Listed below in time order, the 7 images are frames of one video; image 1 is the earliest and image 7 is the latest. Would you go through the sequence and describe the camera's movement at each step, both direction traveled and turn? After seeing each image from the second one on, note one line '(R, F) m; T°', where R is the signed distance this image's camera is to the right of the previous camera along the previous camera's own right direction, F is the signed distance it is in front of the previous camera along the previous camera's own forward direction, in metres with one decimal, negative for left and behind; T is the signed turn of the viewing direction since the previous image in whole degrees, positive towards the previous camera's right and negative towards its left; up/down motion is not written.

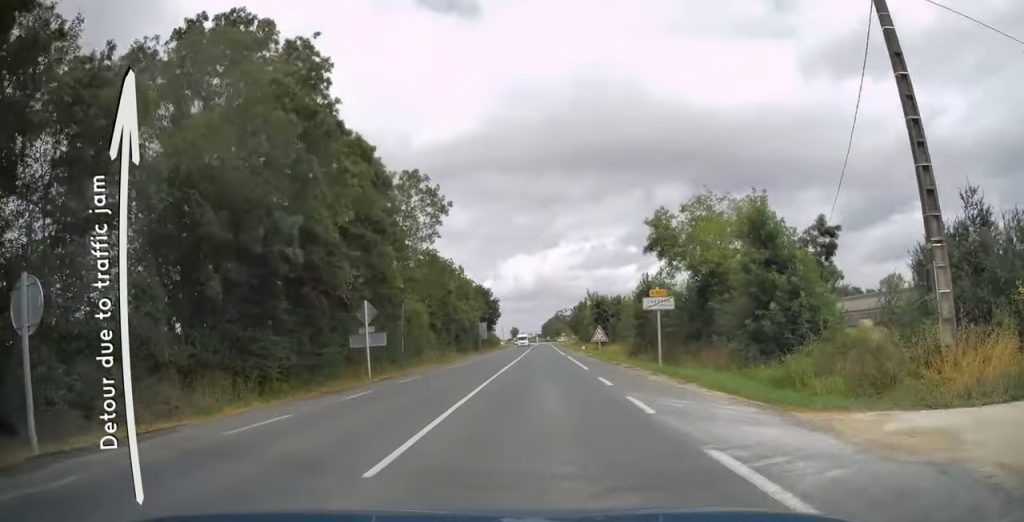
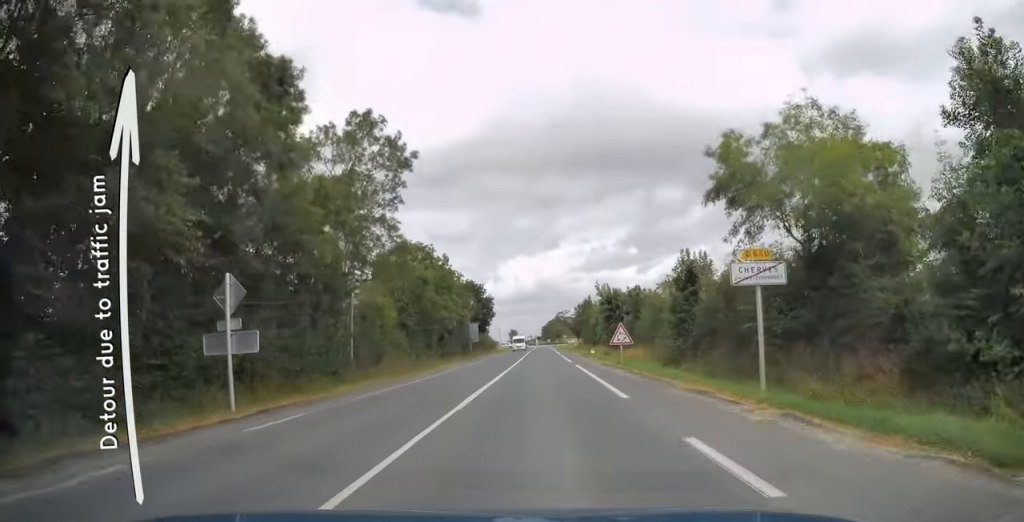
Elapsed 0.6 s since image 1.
(0.0, +11.8) m; 0°
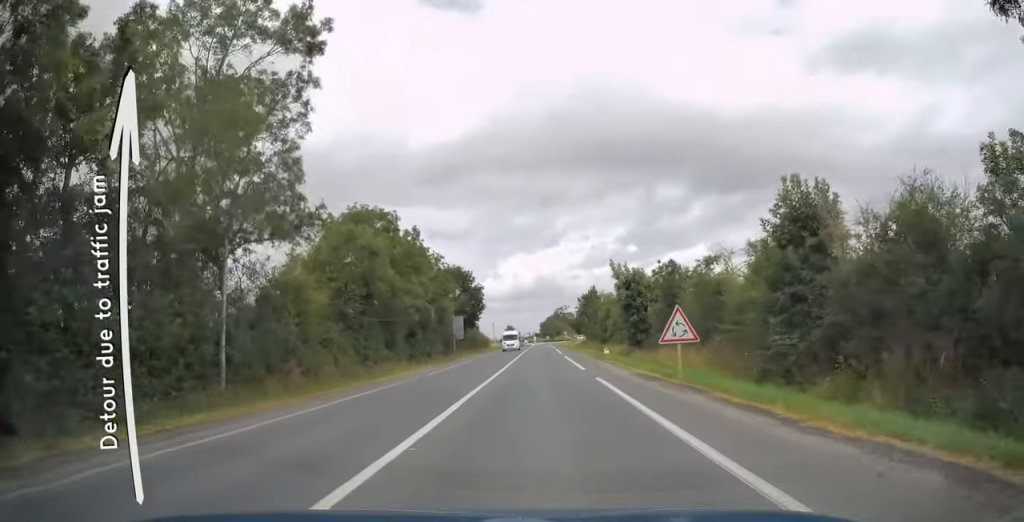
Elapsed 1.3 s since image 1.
(0.0, +13.4) m; 0°
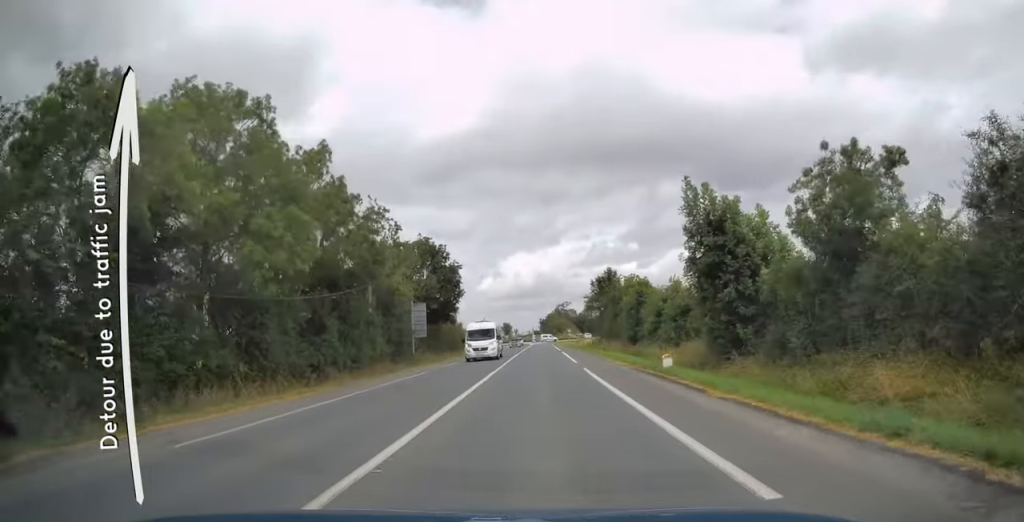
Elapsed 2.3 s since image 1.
(0.0, +20.9) m; 0°
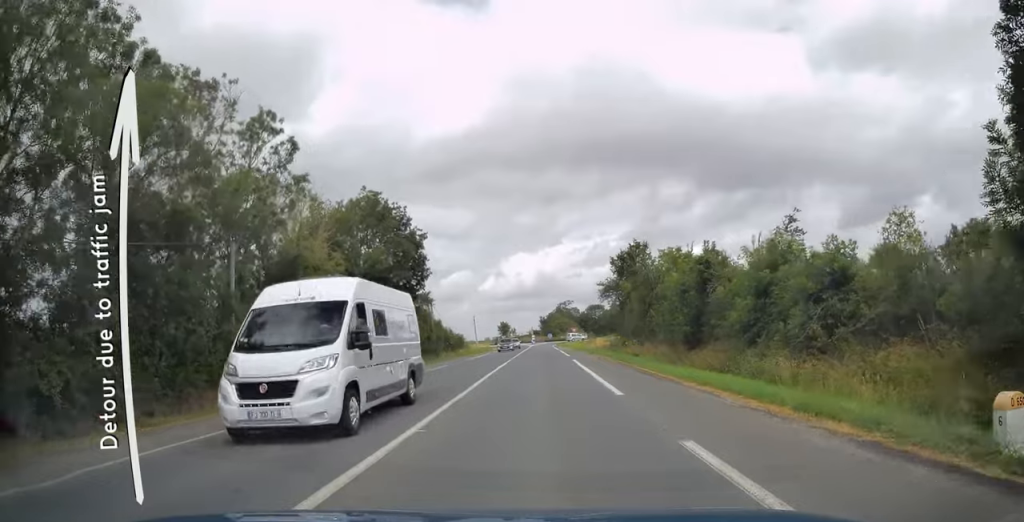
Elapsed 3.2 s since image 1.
(0.0, +16.9) m; 0°
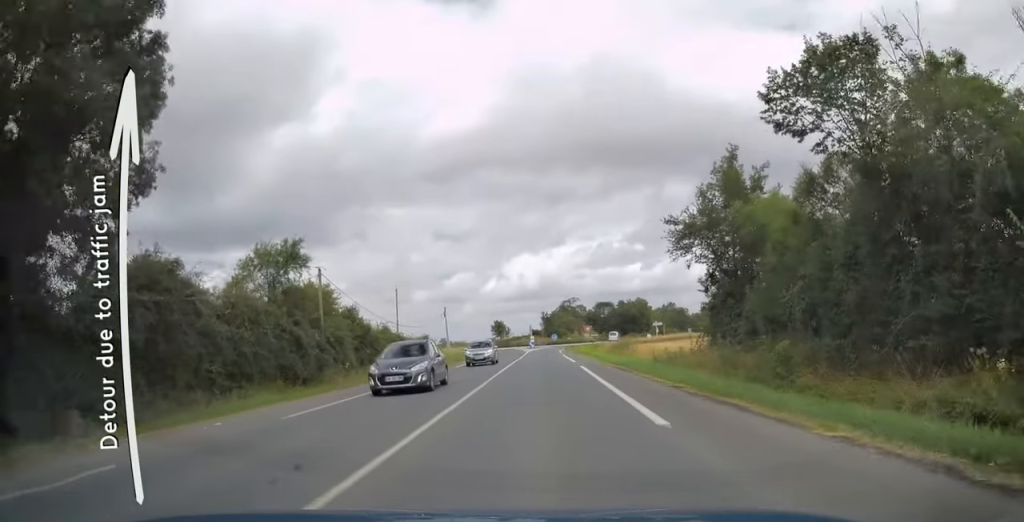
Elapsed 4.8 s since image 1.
(0.0, +29.7) m; 0°
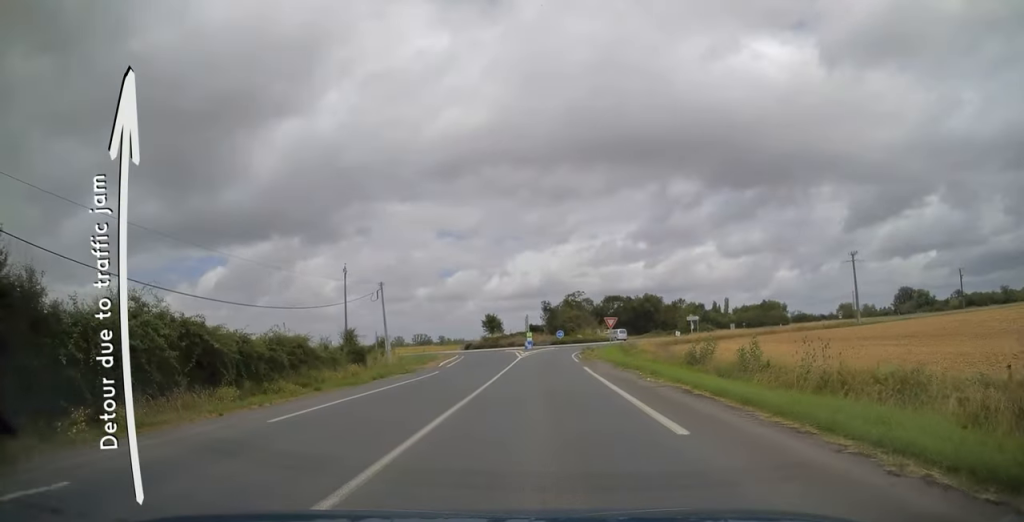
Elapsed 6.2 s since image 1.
(0.0, +26.1) m; 0°
